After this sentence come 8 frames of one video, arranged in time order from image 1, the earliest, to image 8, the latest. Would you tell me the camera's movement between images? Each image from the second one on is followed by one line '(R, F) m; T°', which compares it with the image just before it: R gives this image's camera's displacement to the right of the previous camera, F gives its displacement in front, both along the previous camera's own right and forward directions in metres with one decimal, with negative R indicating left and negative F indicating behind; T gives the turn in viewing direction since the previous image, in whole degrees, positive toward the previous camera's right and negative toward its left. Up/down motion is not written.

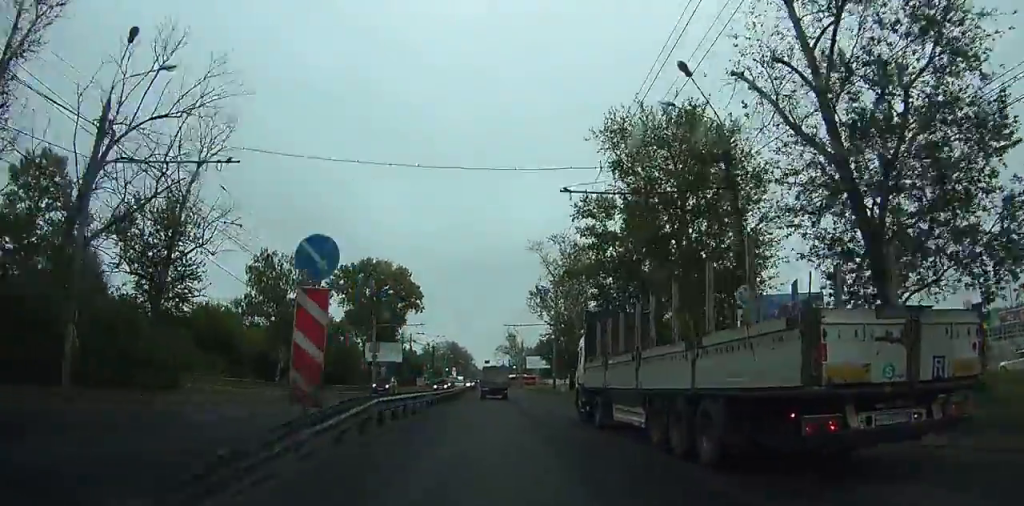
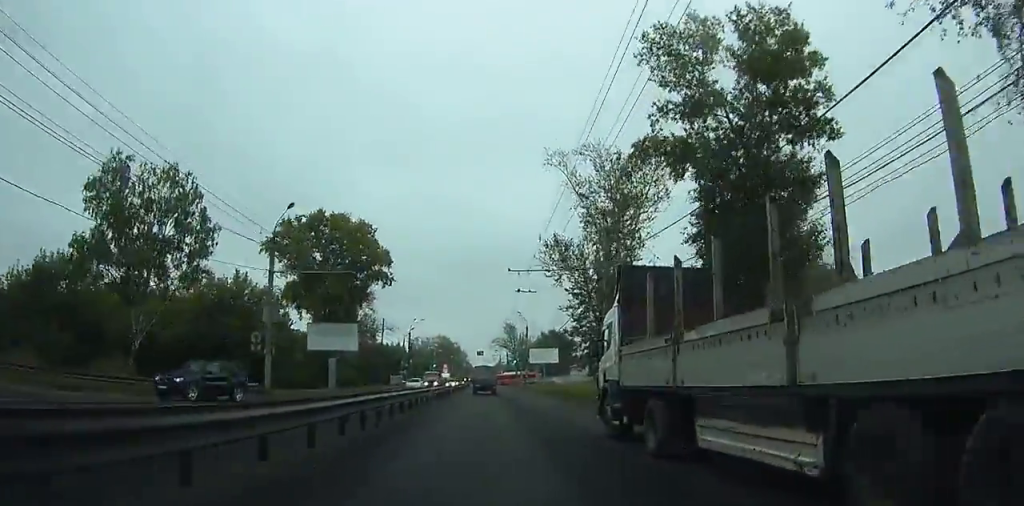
(-0.1, +28.4) m; 0°
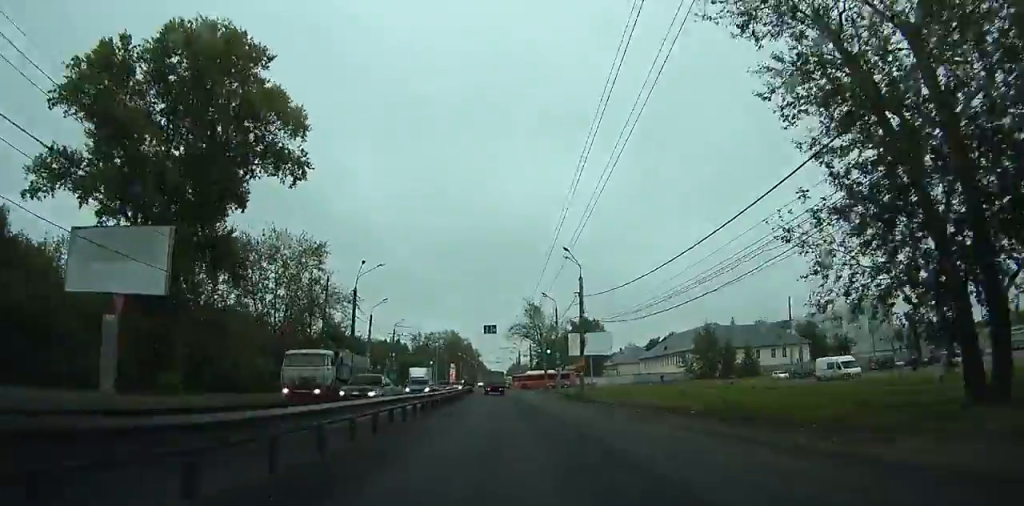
(0.0, +47.2) m; 0°
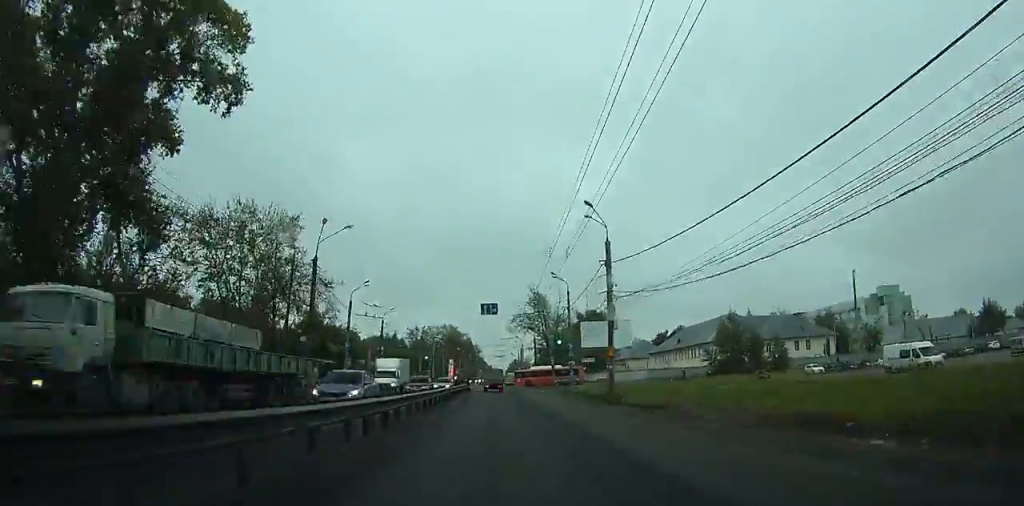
(-0.1, +11.0) m; 0°
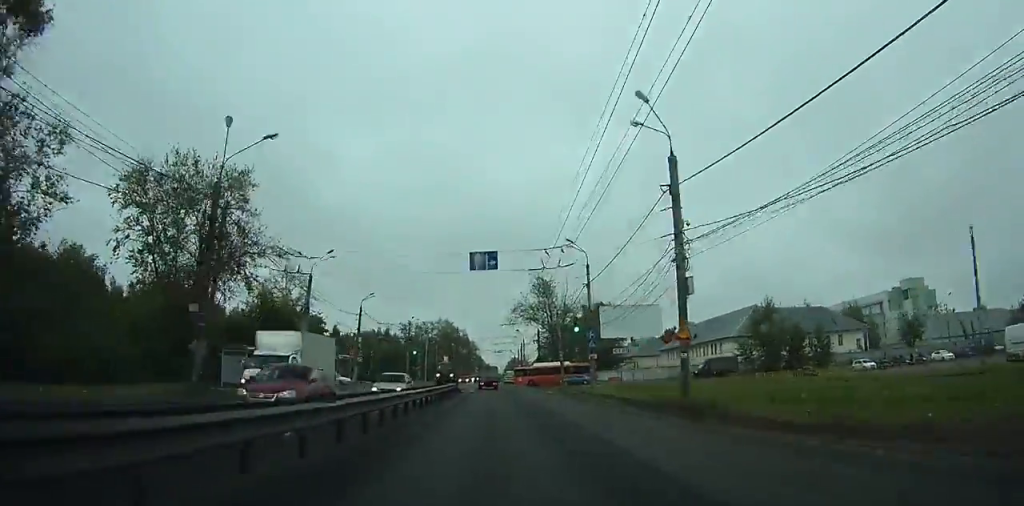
(-0.1, +13.6) m; 0°
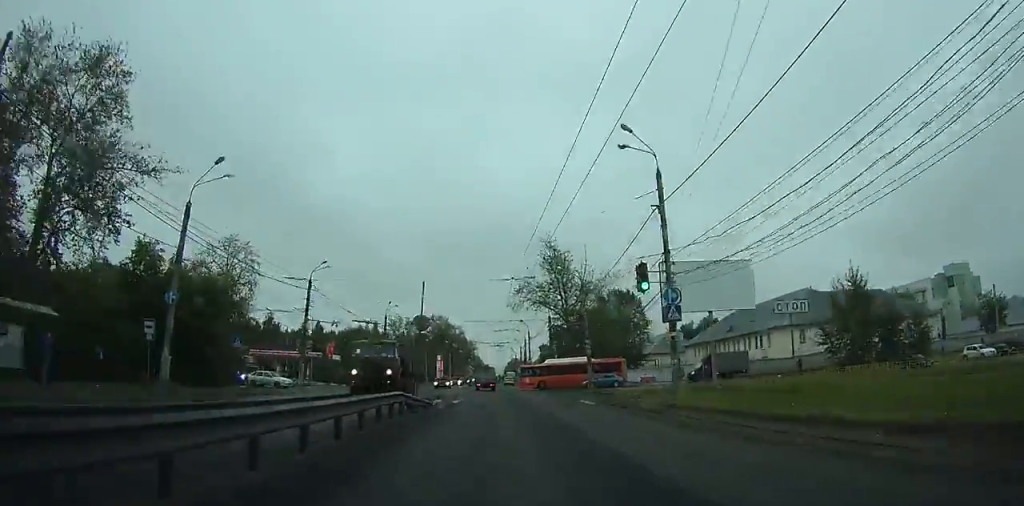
(-0.1, +19.8) m; -1°
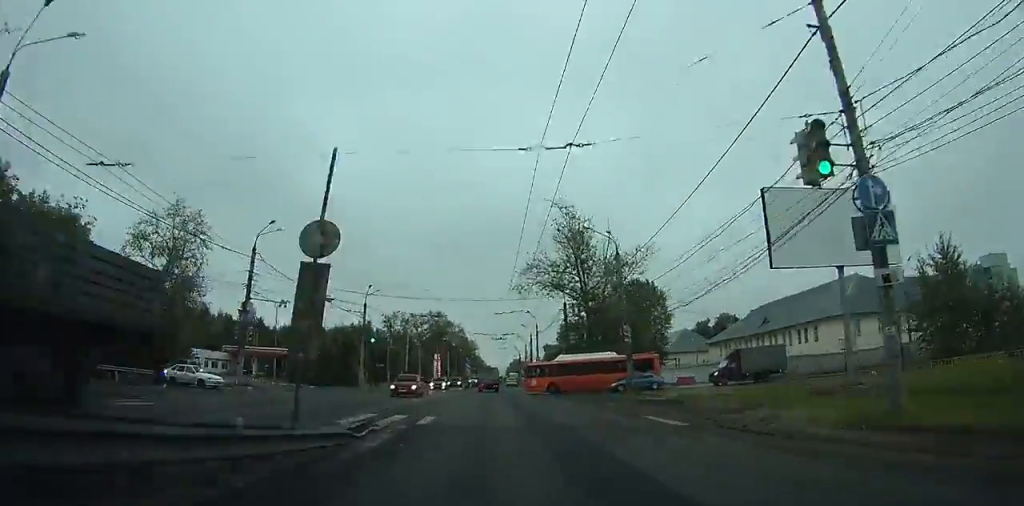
(0.0, +12.6) m; 0°
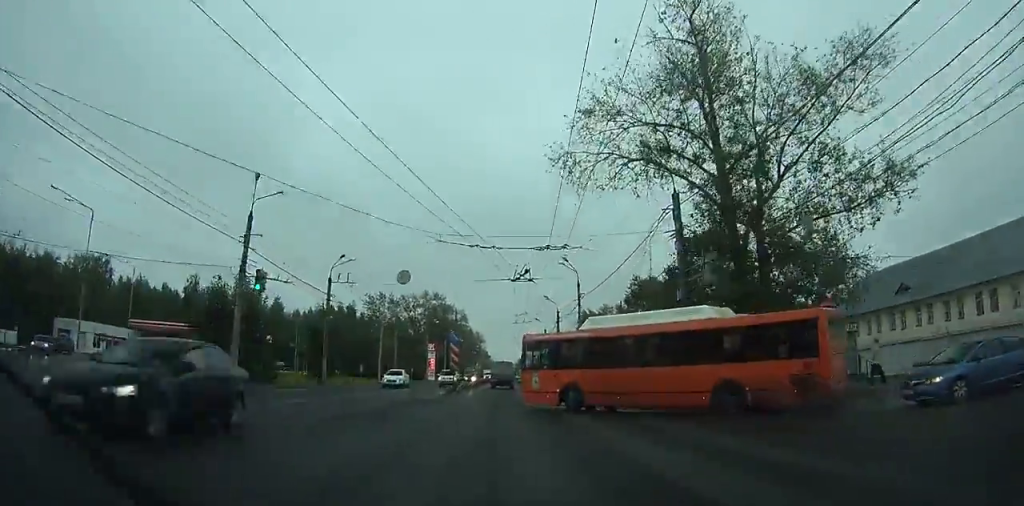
(-0.2, +32.0) m; -1°
